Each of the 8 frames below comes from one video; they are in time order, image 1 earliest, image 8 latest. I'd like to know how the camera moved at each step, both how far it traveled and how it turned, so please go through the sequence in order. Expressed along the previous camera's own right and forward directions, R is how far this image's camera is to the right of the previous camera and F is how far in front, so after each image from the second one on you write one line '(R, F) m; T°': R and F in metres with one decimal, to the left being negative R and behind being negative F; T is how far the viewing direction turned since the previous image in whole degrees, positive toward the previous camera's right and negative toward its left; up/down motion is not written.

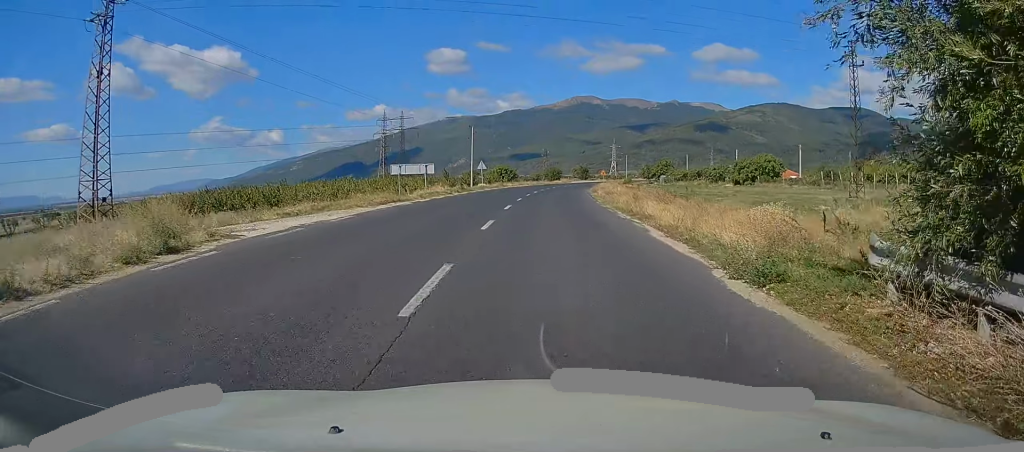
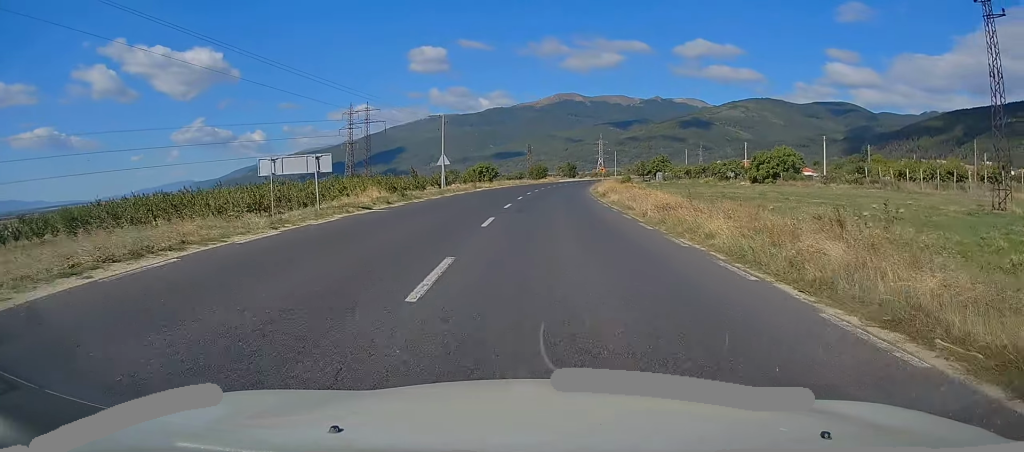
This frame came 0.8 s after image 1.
(+0.4, +17.1) m; +2°
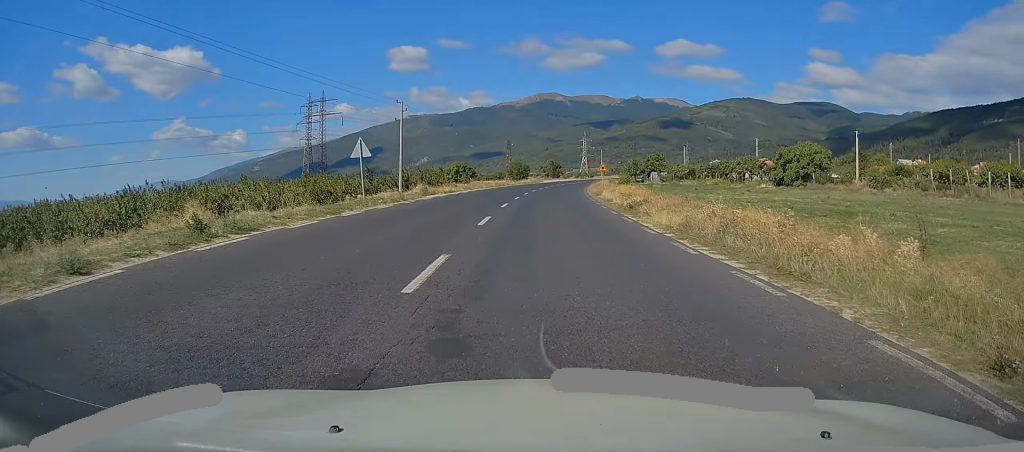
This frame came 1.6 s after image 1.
(+0.3, +17.2) m; +2°
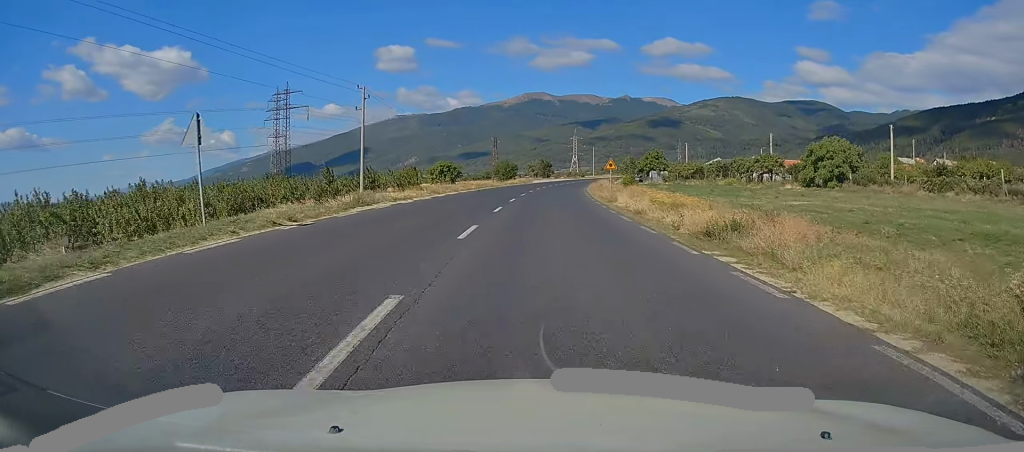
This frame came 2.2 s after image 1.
(+0.1, +12.2) m; +1°
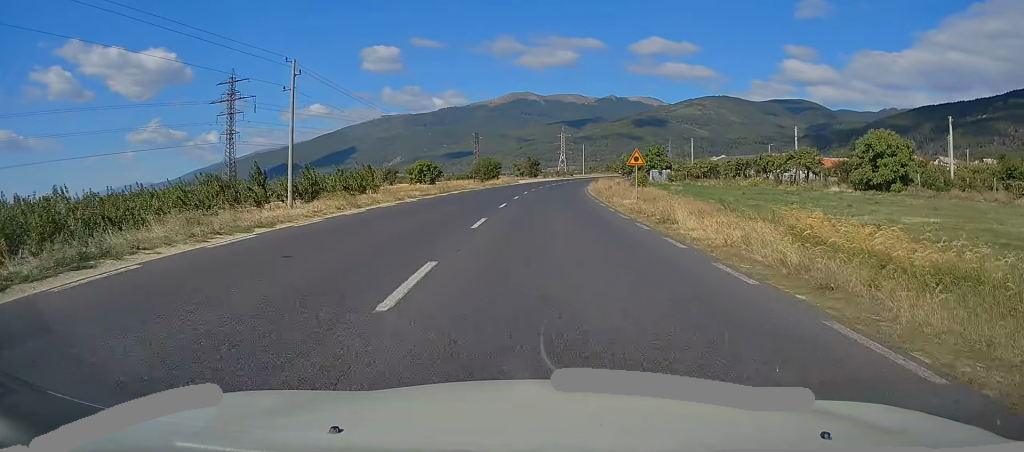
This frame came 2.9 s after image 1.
(+0.1, +15.1) m; +2°
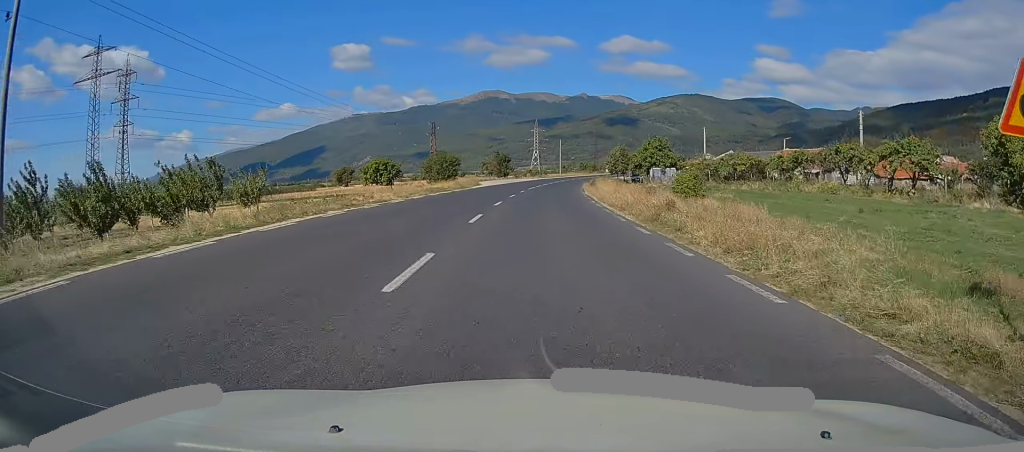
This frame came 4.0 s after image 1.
(+0.6, +25.2) m; +2°
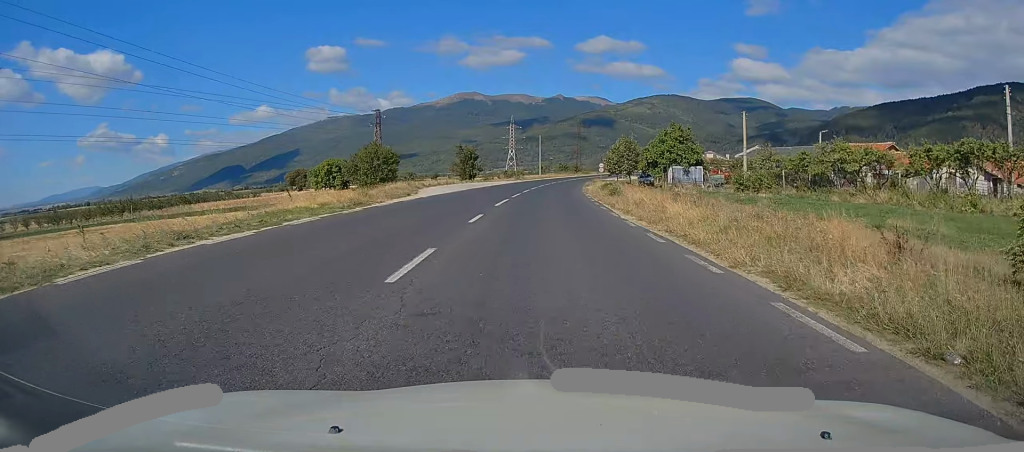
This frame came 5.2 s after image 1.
(+0.4, +26.0) m; +3°
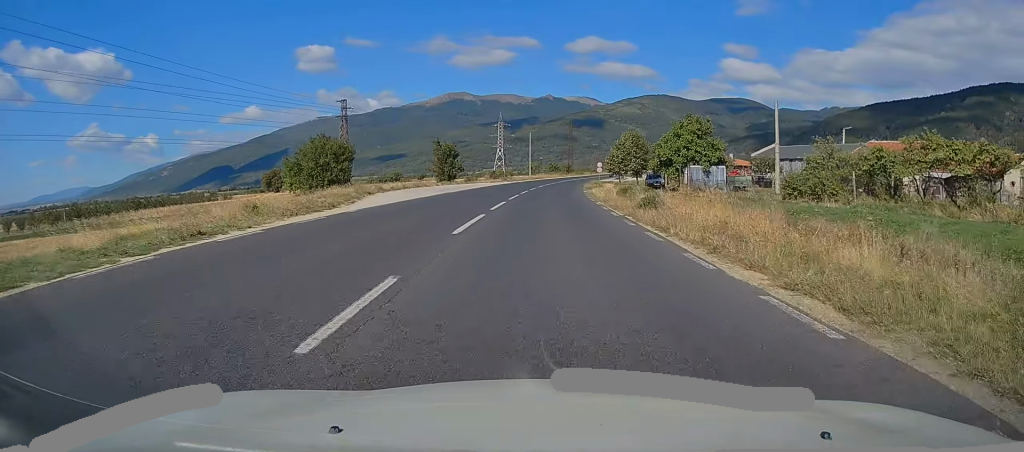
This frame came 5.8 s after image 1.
(+0.4, +11.6) m; +1°
